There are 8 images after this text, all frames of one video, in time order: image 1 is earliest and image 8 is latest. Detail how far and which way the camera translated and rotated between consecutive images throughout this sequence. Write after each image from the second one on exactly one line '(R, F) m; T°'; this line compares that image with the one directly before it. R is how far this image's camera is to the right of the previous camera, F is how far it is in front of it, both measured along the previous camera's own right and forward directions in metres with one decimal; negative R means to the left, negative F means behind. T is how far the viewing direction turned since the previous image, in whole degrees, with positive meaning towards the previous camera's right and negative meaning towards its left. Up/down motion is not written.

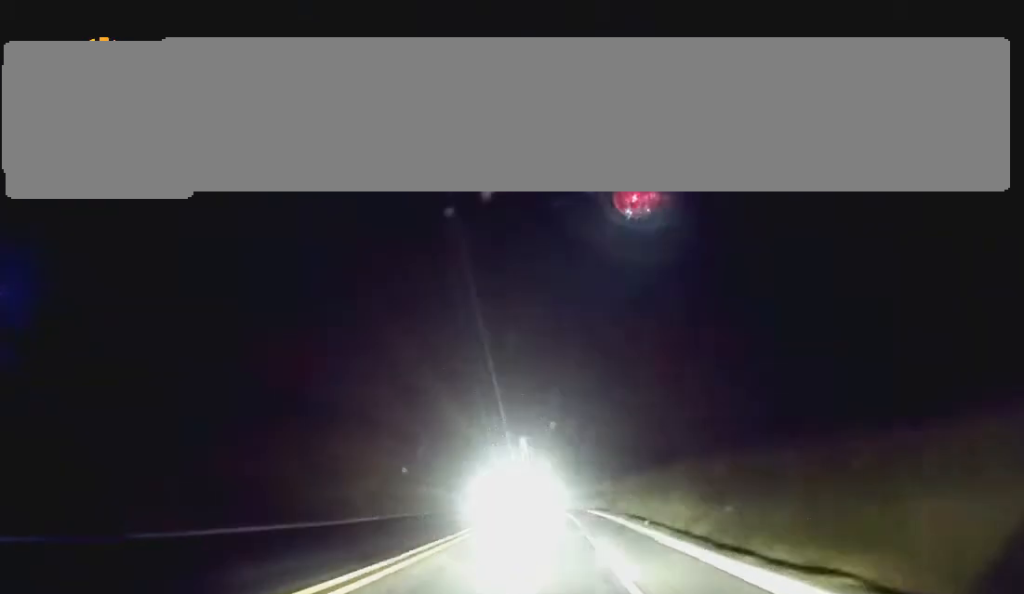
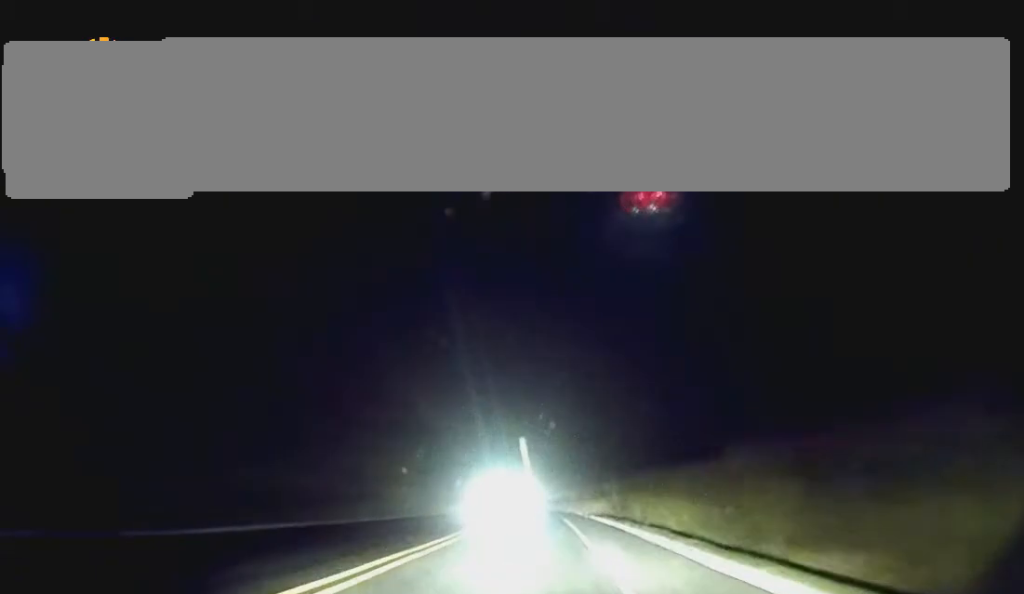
(-0.1, +14.5) m; 0°
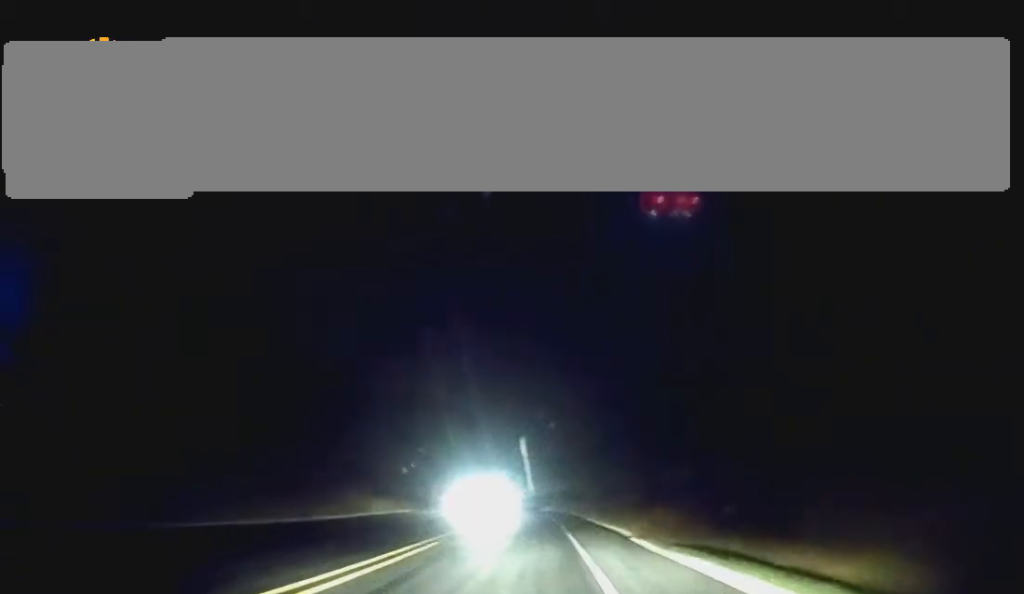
(0.0, +37.3) m; 0°
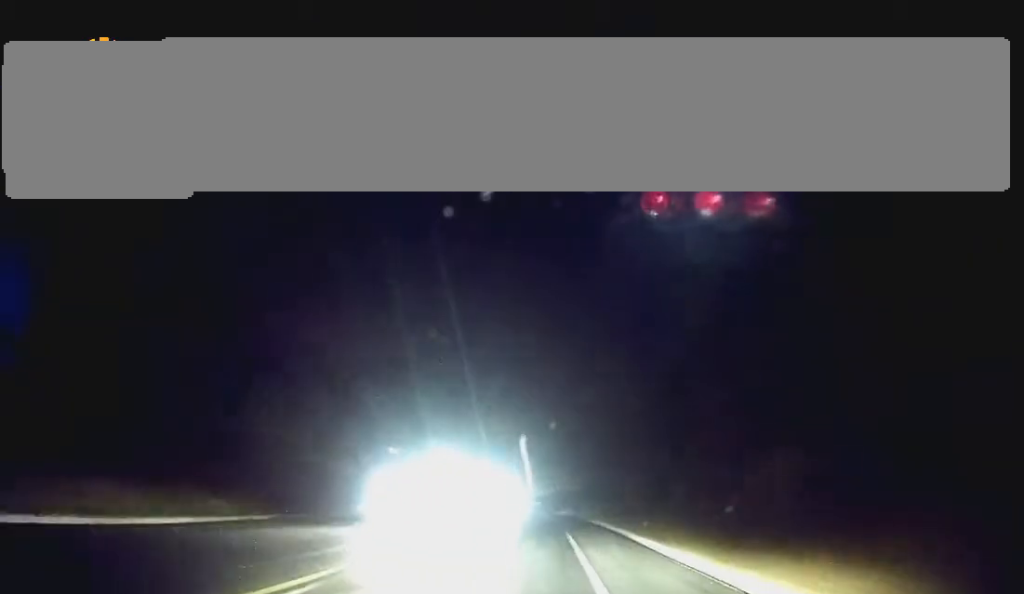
(0.0, +27.0) m; -1°
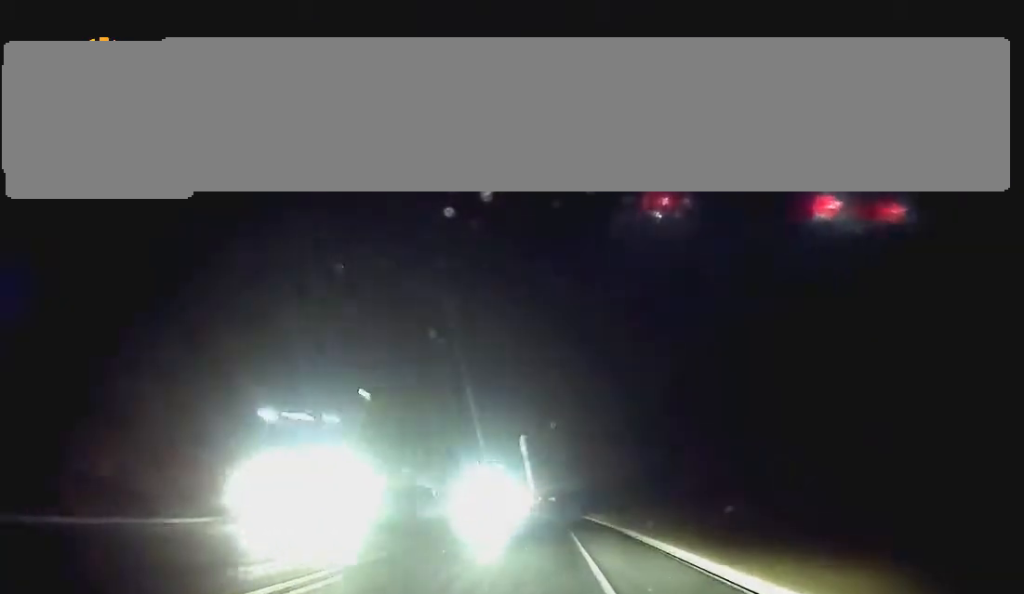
(-0.7, +33.6) m; -2°
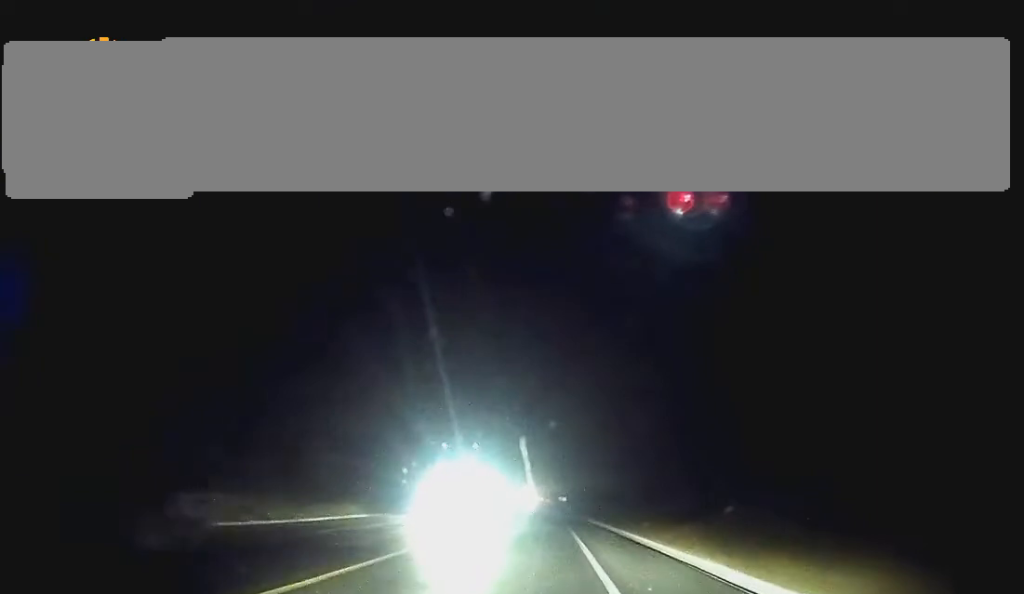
(-0.2, +21.9) m; 0°
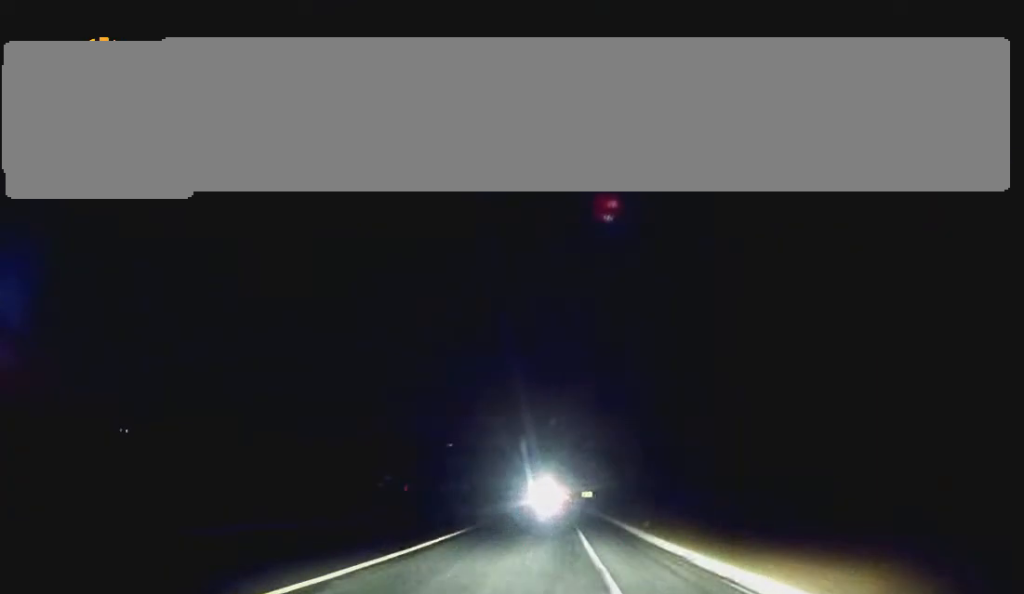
(-0.6, +64.3) m; -1°
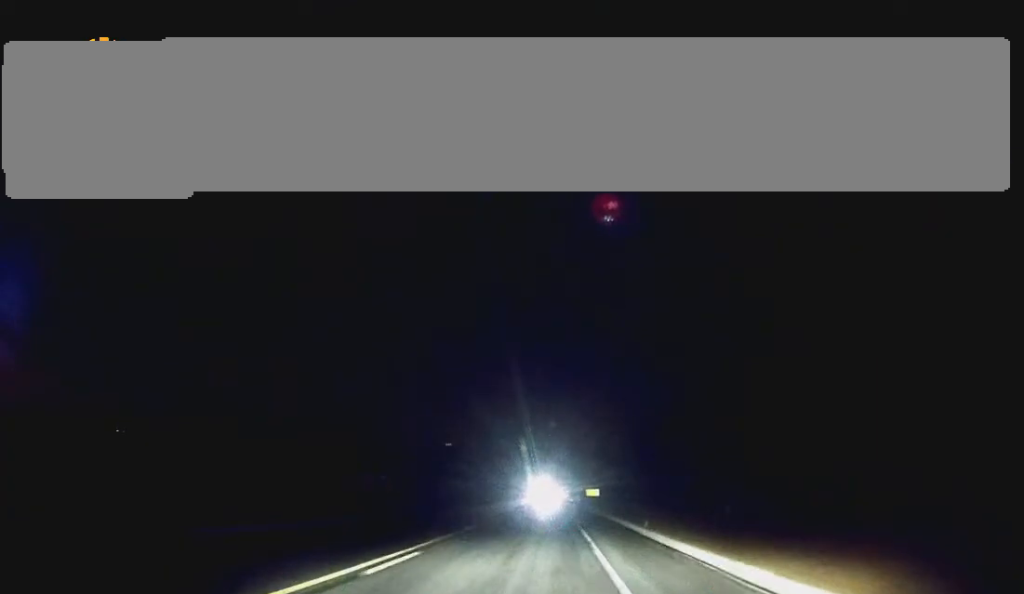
(-0.1, +27.2) m; 0°
